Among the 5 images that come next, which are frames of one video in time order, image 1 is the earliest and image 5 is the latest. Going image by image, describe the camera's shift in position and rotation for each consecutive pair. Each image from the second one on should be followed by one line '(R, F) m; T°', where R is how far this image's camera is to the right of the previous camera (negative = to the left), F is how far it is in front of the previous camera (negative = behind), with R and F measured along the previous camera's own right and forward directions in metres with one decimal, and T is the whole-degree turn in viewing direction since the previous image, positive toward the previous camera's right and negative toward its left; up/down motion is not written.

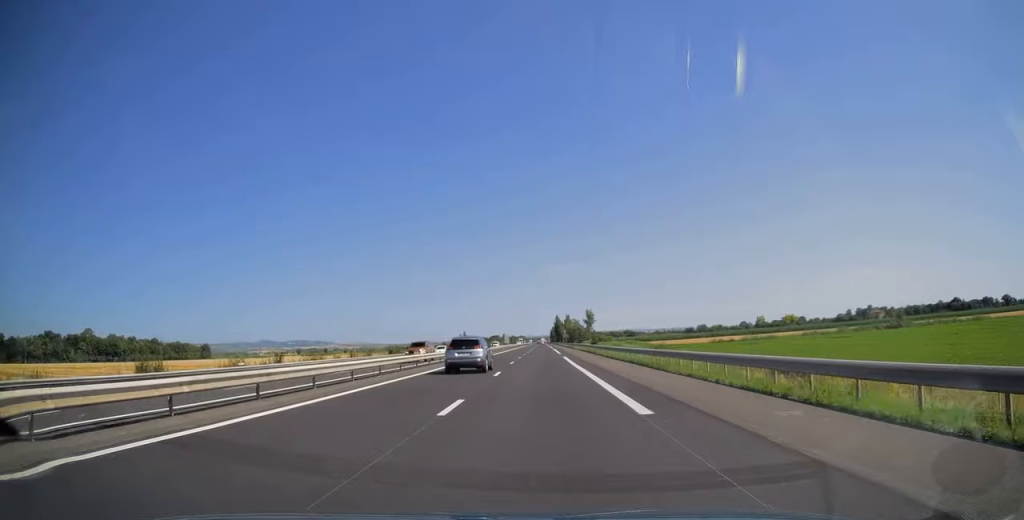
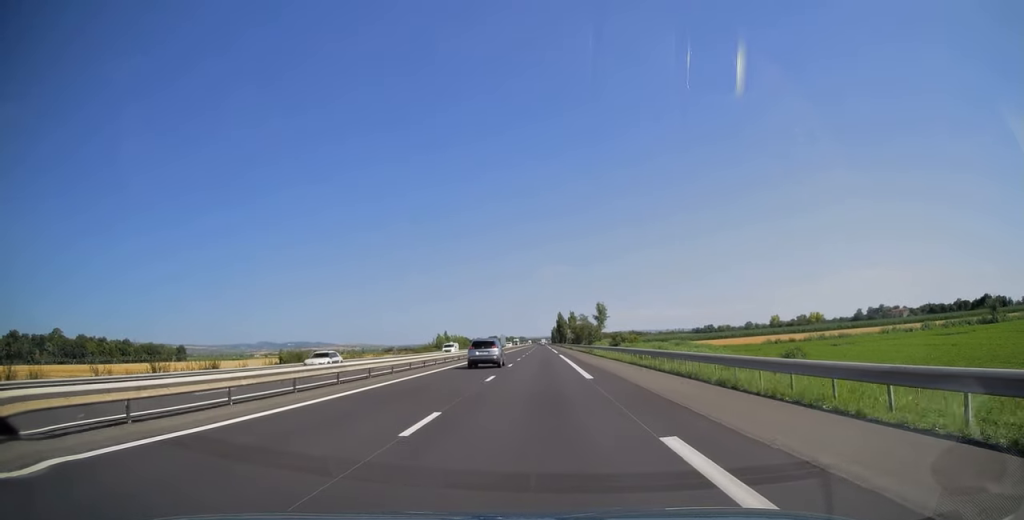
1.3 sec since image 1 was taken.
(+0.1, +41.3) m; 0°
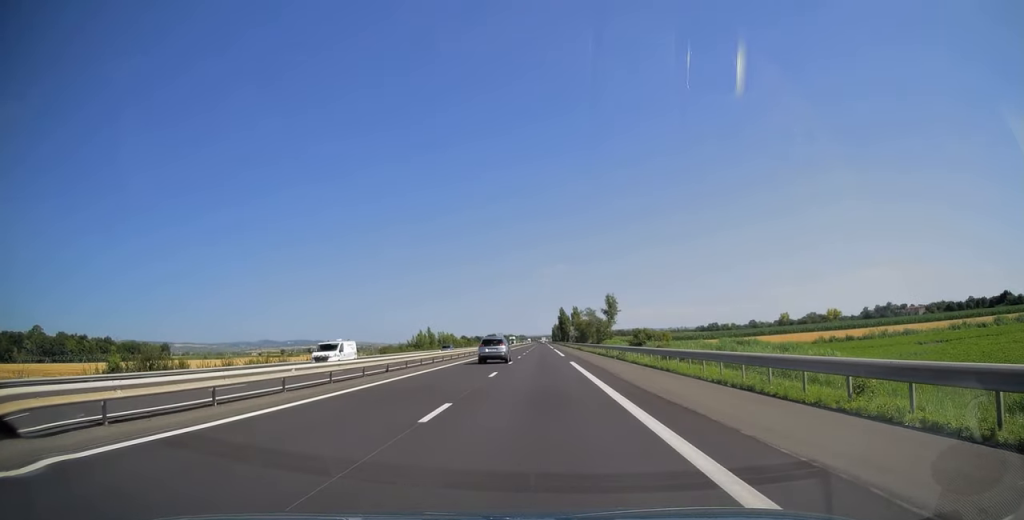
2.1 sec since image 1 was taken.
(0.0, +24.7) m; 0°
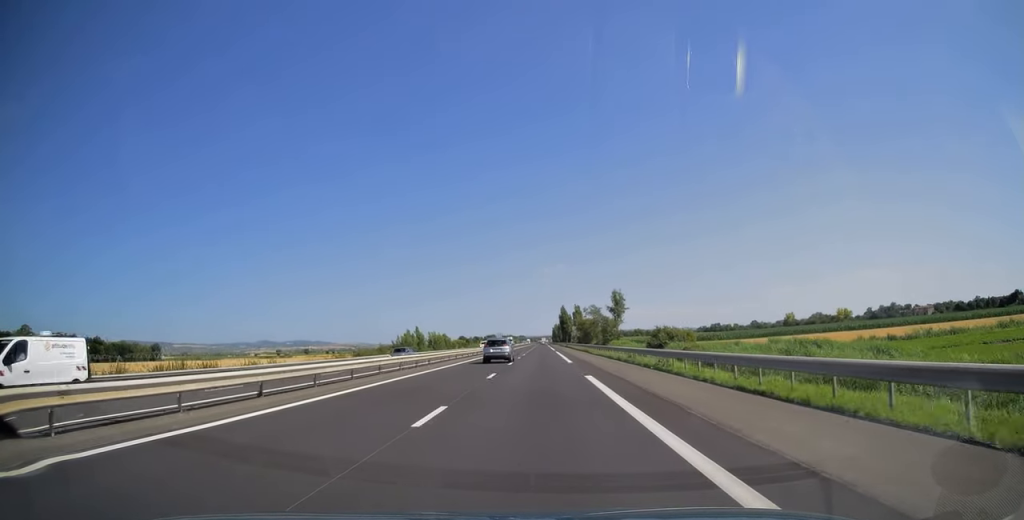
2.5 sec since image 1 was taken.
(0.0, +13.4) m; 0°
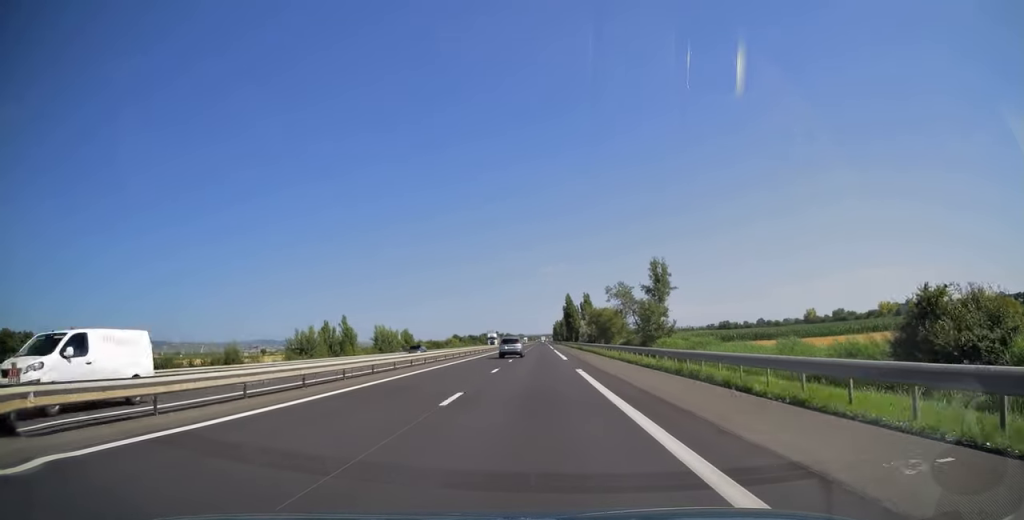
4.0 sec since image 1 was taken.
(+0.1, +48.8) m; 0°
